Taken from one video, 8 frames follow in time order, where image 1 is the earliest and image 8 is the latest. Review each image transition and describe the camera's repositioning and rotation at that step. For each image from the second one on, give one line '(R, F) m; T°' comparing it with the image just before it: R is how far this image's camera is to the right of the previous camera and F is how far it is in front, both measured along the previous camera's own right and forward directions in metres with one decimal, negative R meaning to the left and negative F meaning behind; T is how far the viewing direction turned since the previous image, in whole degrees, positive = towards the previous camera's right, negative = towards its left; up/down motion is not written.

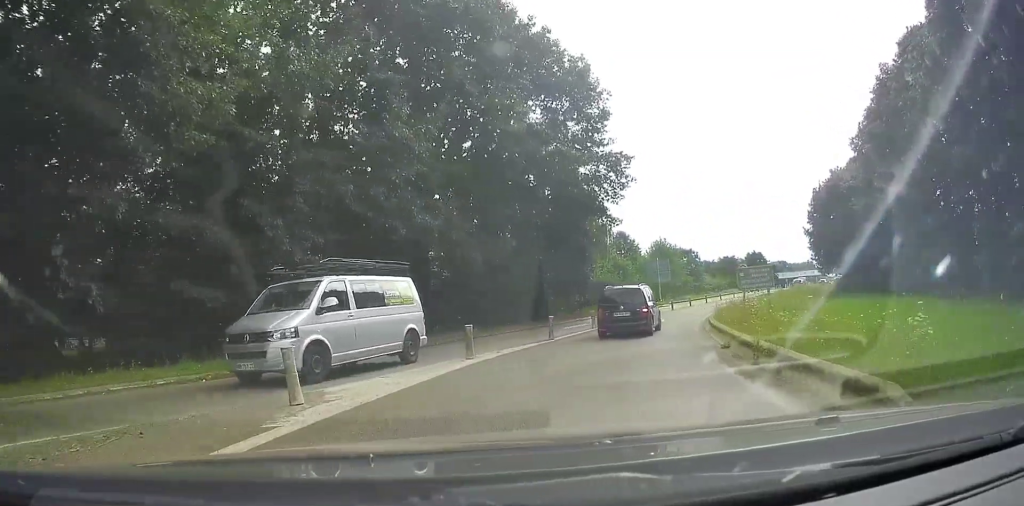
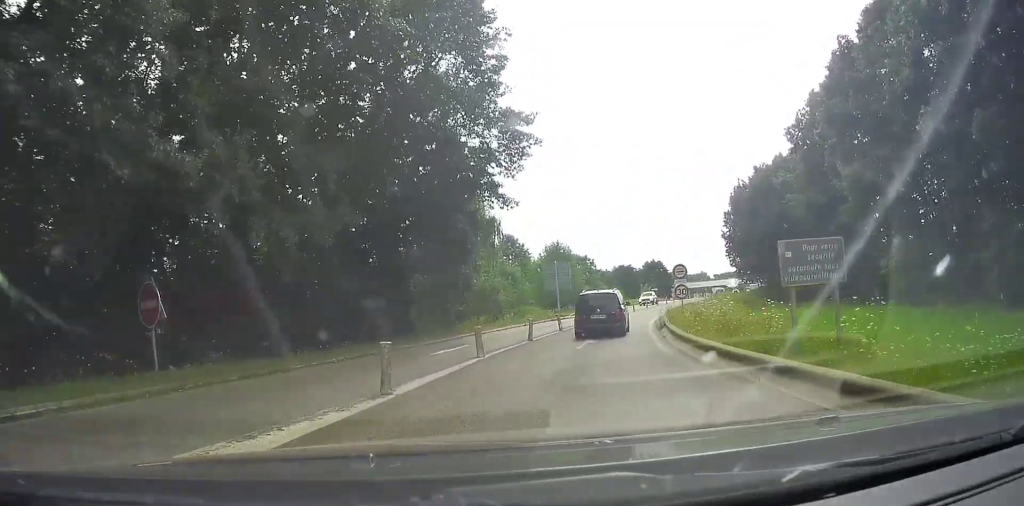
(+1.0, +9.8) m; +11°
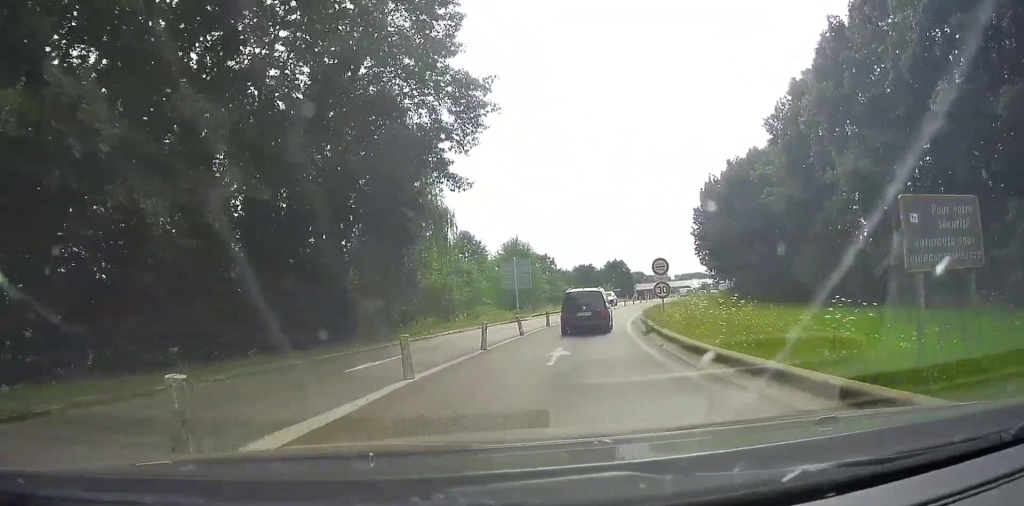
(+0.1, +4.2) m; +5°
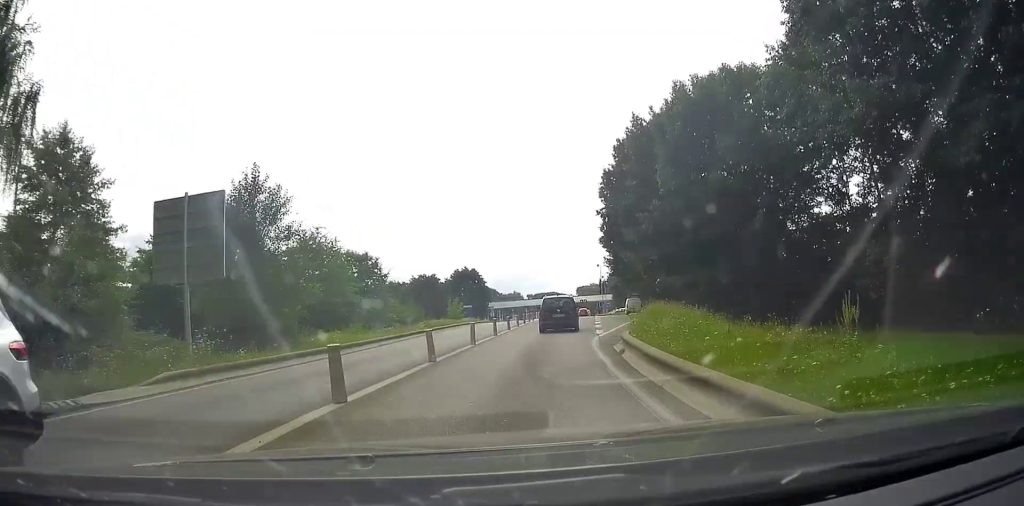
(+7.1, +32.0) m; +23°
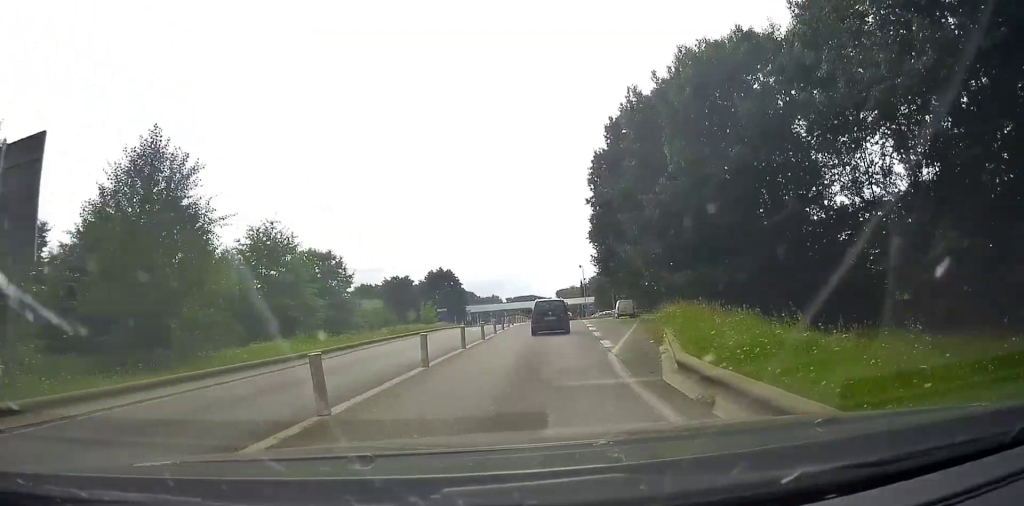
(+0.7, +6.5) m; +3°
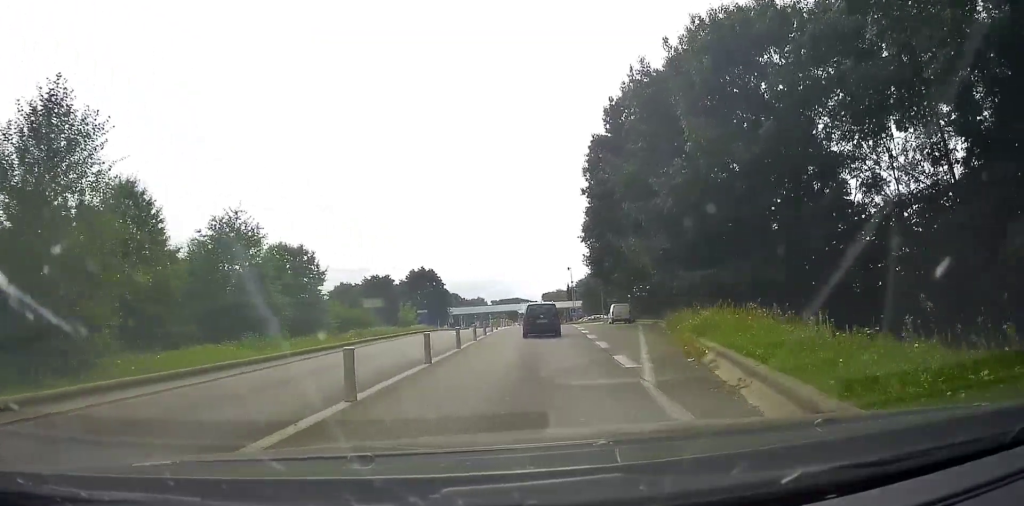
(+0.2, +4.8) m; +2°
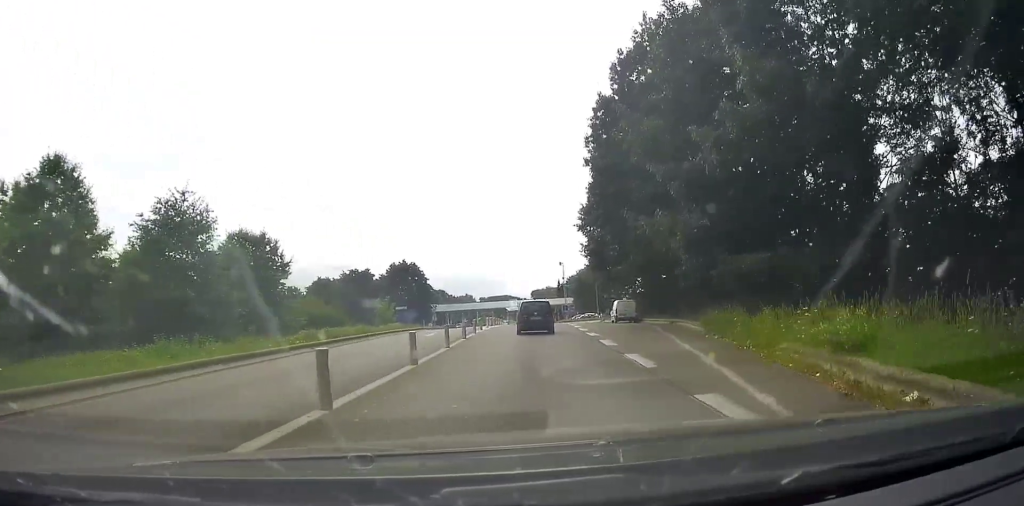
(0.0, +7.1) m; +2°
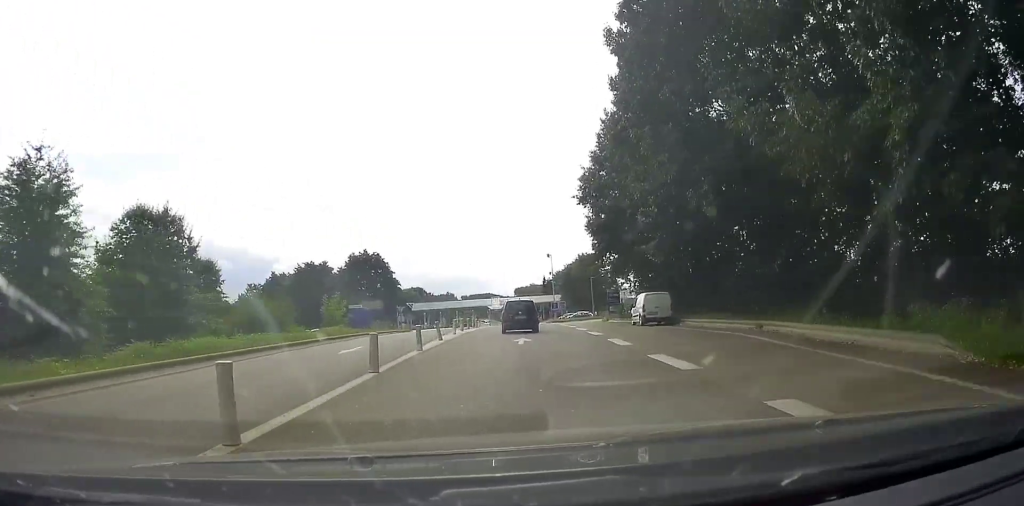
(+0.4, +14.6) m; +2°
